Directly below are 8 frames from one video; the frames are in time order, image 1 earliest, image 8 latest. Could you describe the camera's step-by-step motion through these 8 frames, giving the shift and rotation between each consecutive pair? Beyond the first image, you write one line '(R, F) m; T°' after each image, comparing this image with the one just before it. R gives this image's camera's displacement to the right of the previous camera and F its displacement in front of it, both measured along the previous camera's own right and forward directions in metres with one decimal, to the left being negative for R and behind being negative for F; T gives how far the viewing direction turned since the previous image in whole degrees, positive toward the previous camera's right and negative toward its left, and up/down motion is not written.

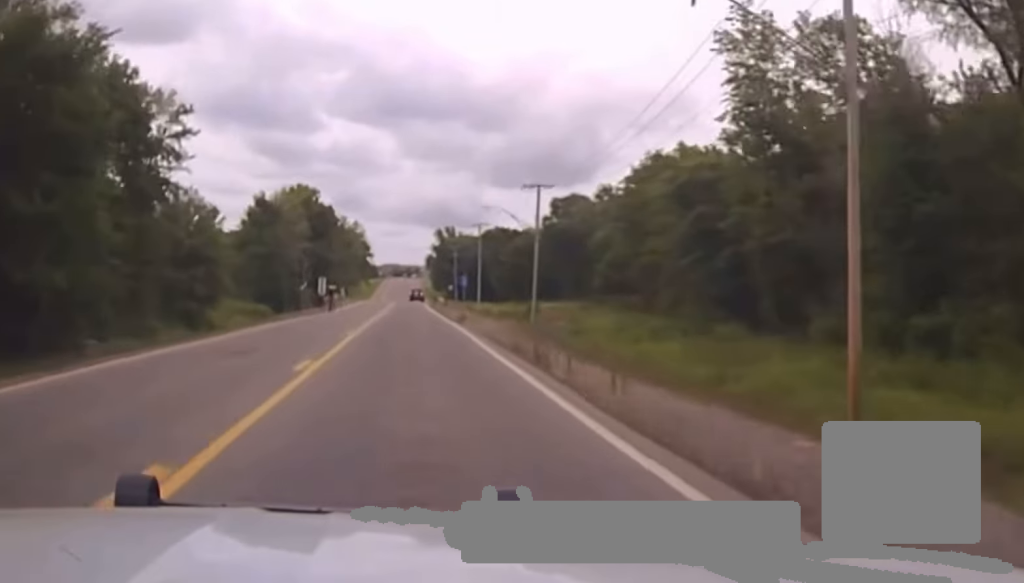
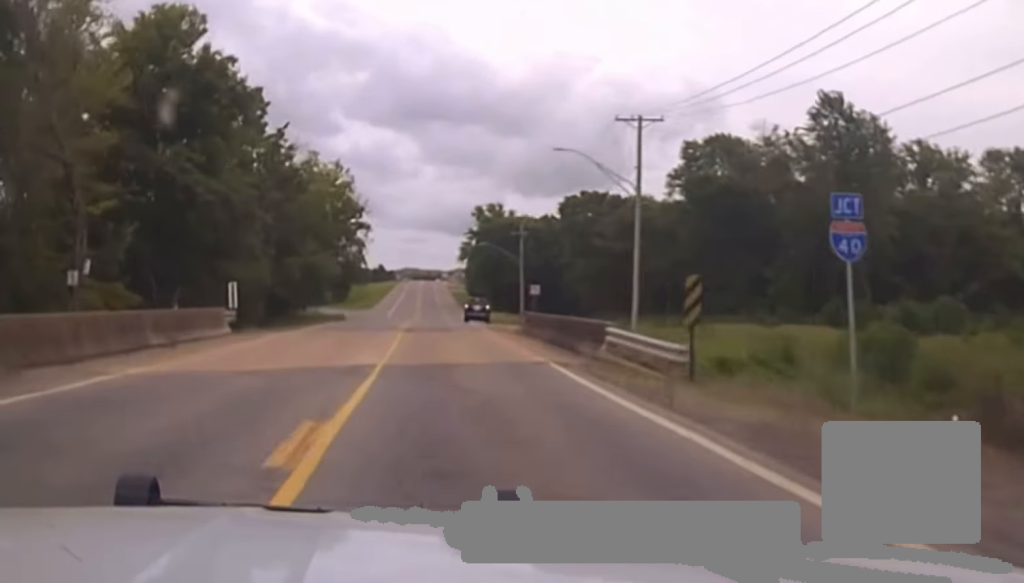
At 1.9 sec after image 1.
(0.0, +80.9) m; 0°
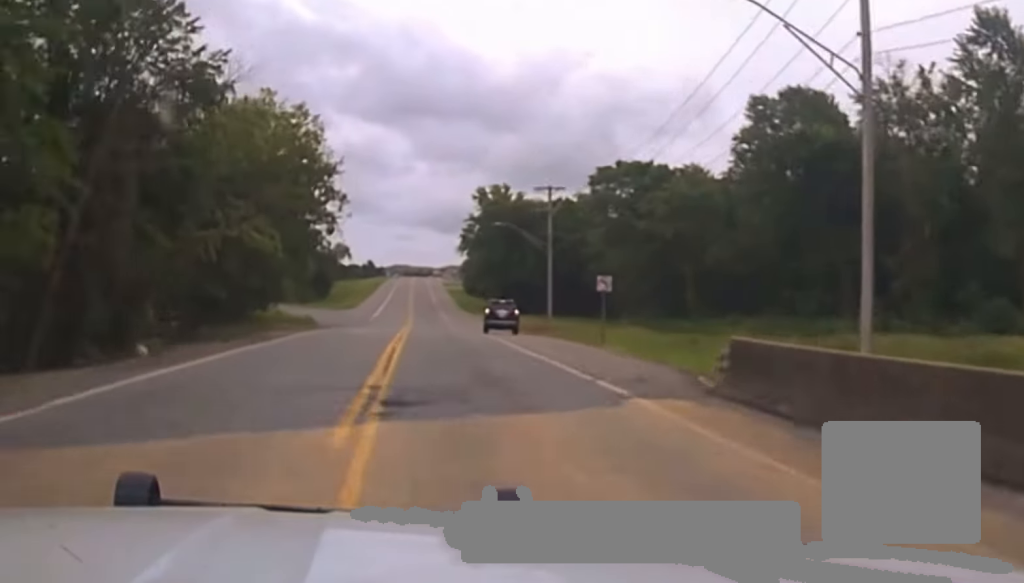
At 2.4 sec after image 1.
(0.0, +28.6) m; 0°
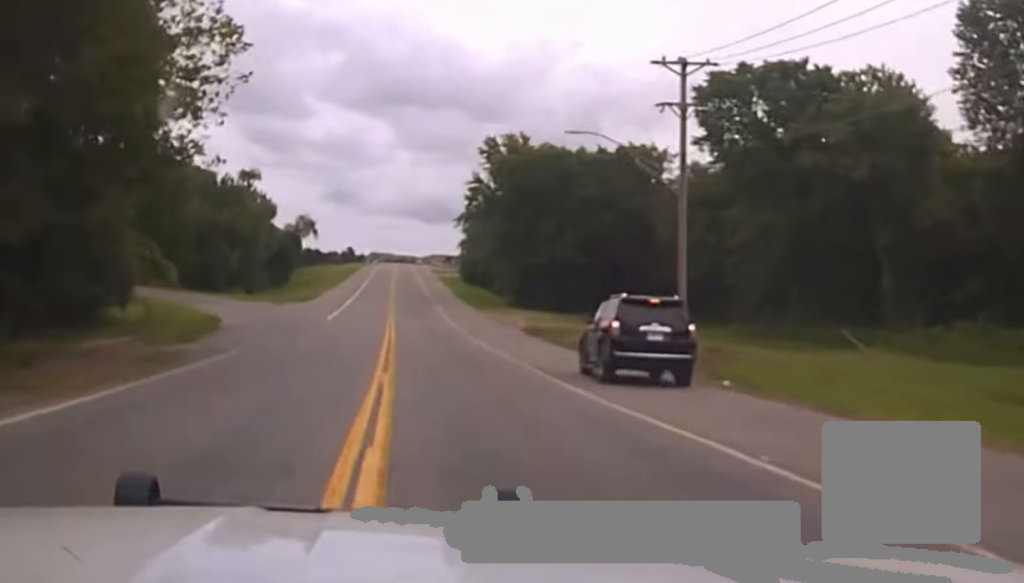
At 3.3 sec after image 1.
(+0.1, +45.0) m; 0°
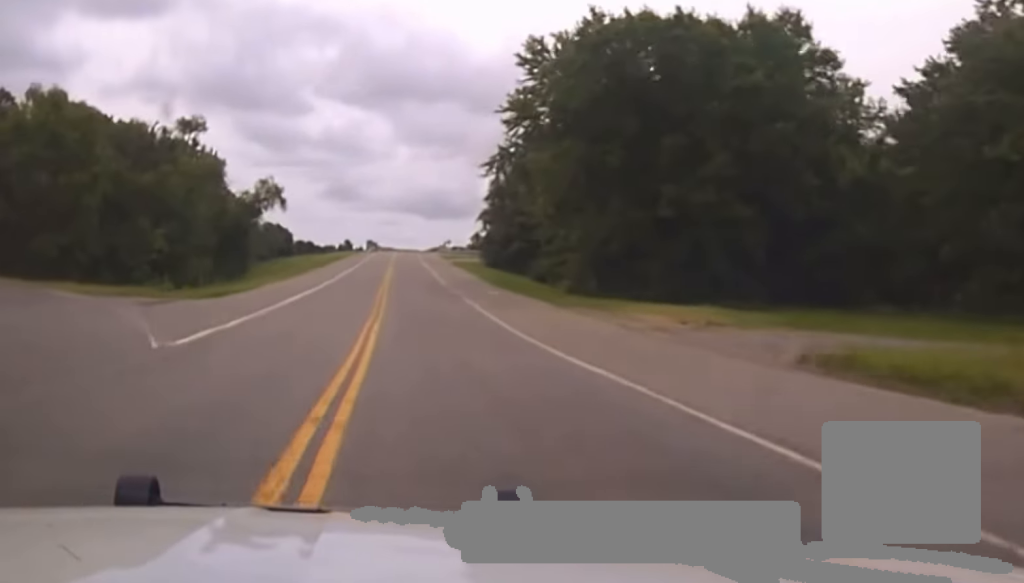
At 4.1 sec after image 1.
(+0.1, +43.6) m; 0°
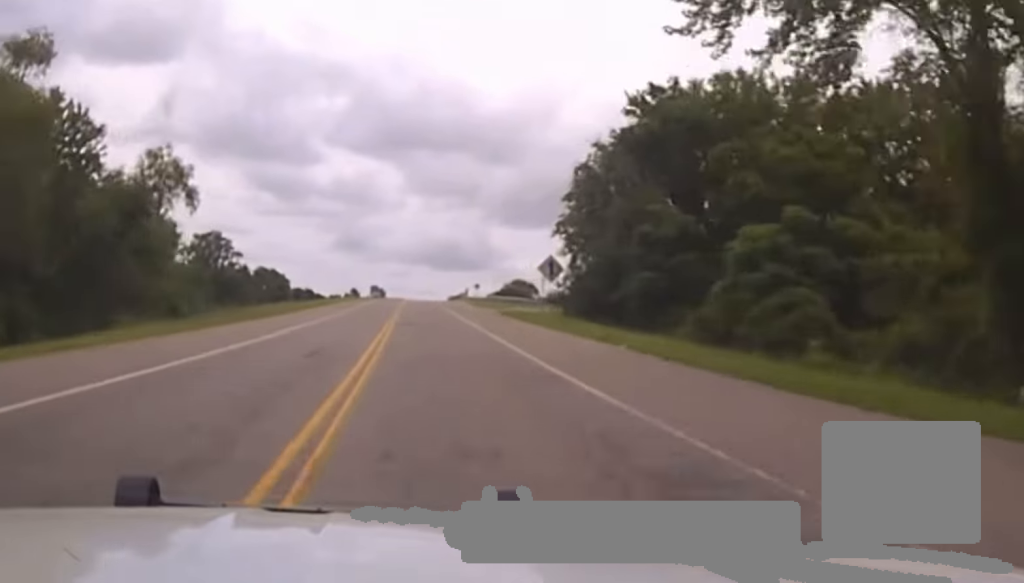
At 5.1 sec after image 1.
(-0.1, +54.9) m; 0°
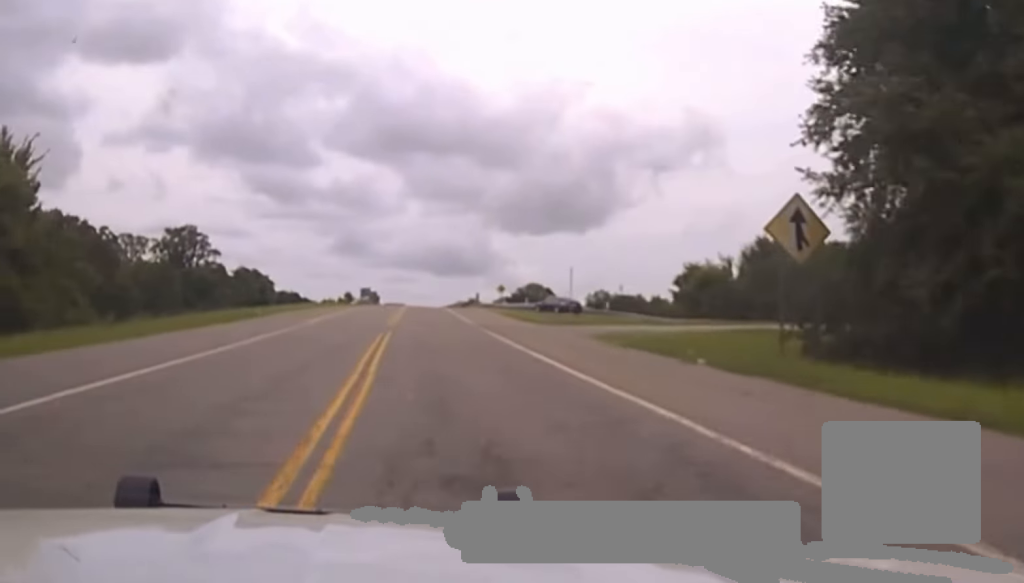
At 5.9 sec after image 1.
(-0.2, +42.9) m; 0°
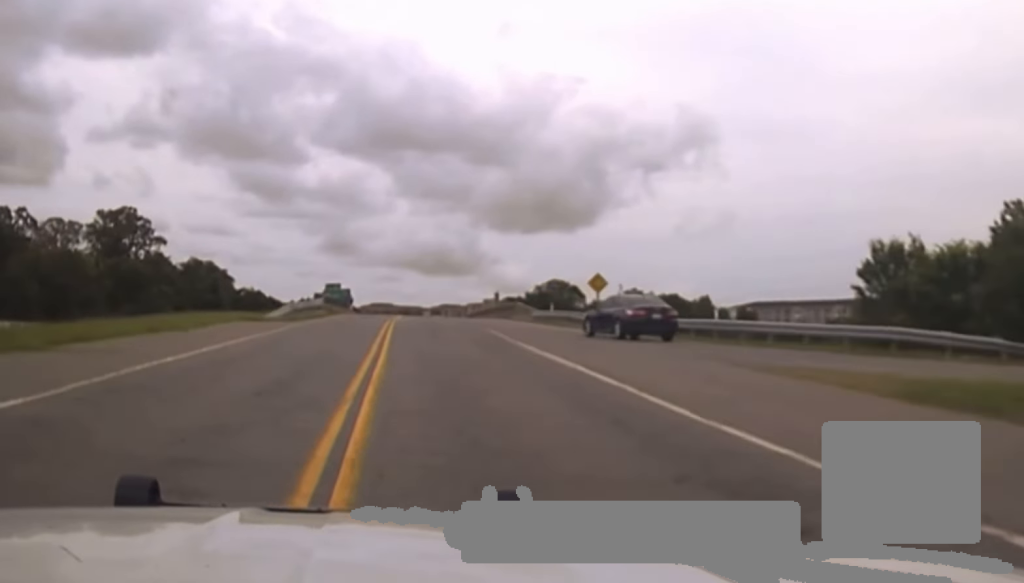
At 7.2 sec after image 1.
(+0.2, +65.6) m; +1°
